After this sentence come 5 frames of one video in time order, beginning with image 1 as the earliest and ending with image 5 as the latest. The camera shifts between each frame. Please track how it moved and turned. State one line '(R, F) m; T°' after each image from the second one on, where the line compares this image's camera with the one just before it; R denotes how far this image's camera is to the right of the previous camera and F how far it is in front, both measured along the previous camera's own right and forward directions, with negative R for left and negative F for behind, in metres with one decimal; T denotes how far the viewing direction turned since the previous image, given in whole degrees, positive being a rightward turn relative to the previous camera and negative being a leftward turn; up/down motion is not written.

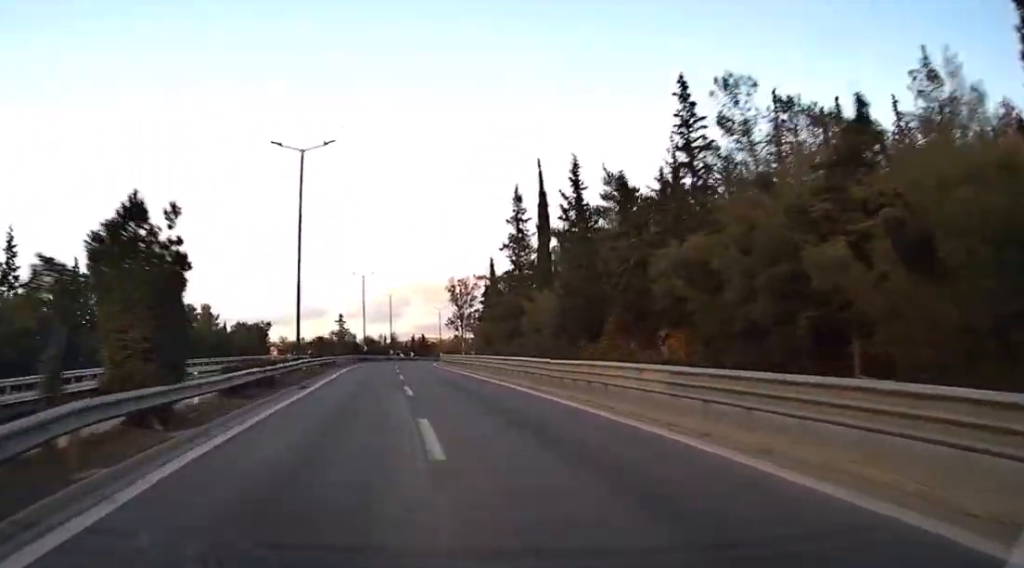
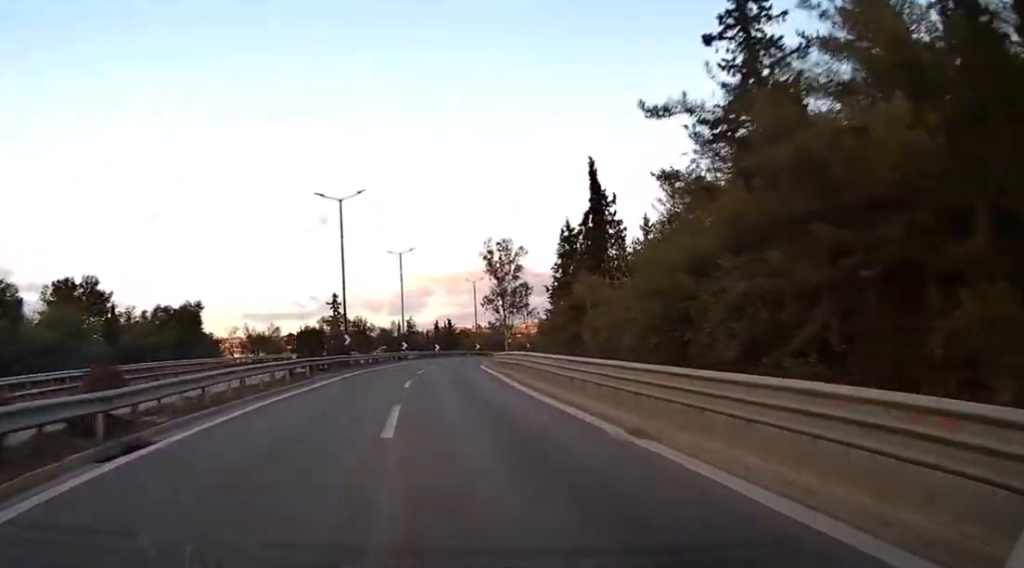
(-3.2, +46.2) m; -7°
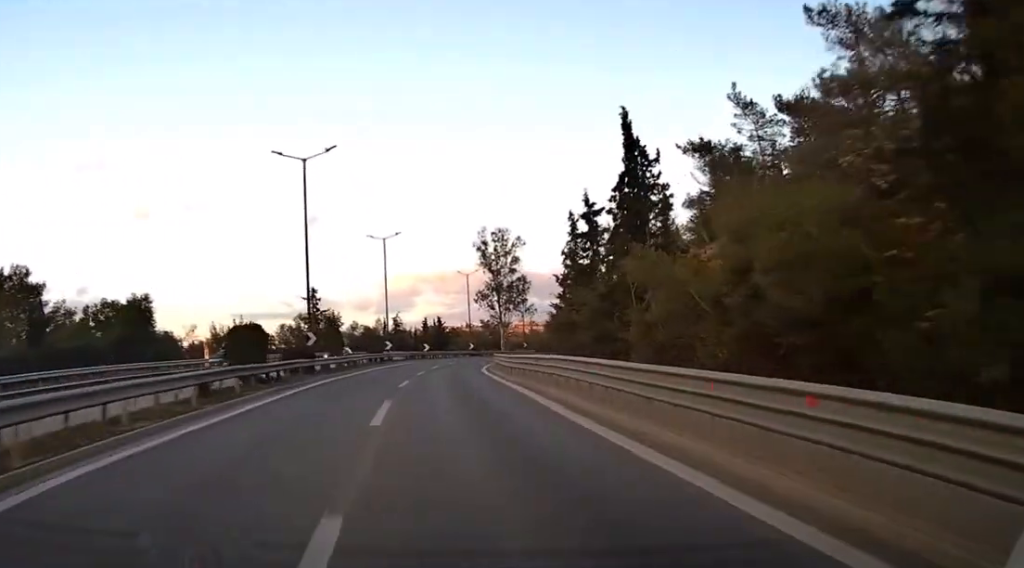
(-0.3, +10.9) m; 0°
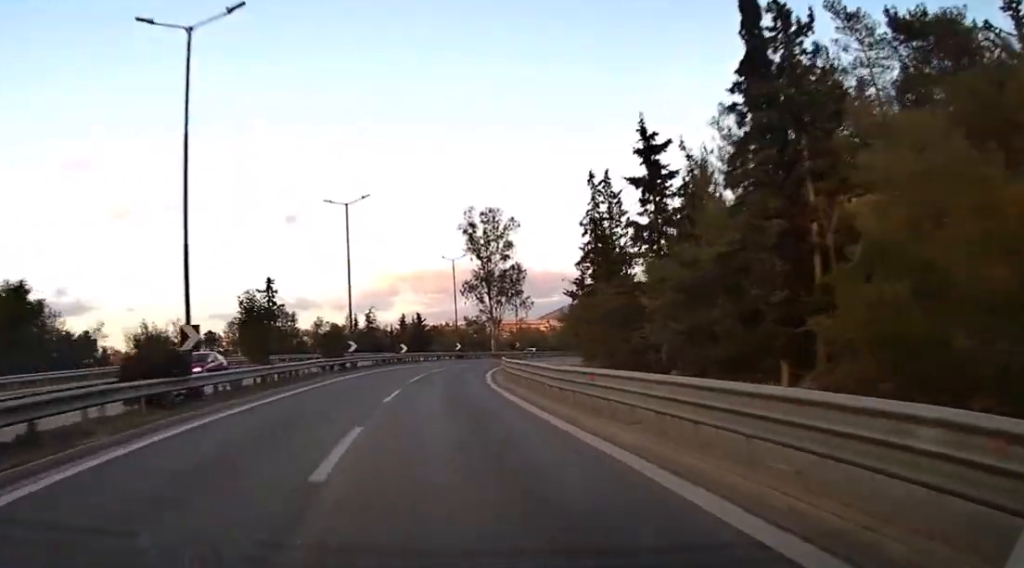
(-0.2, +17.1) m; 0°
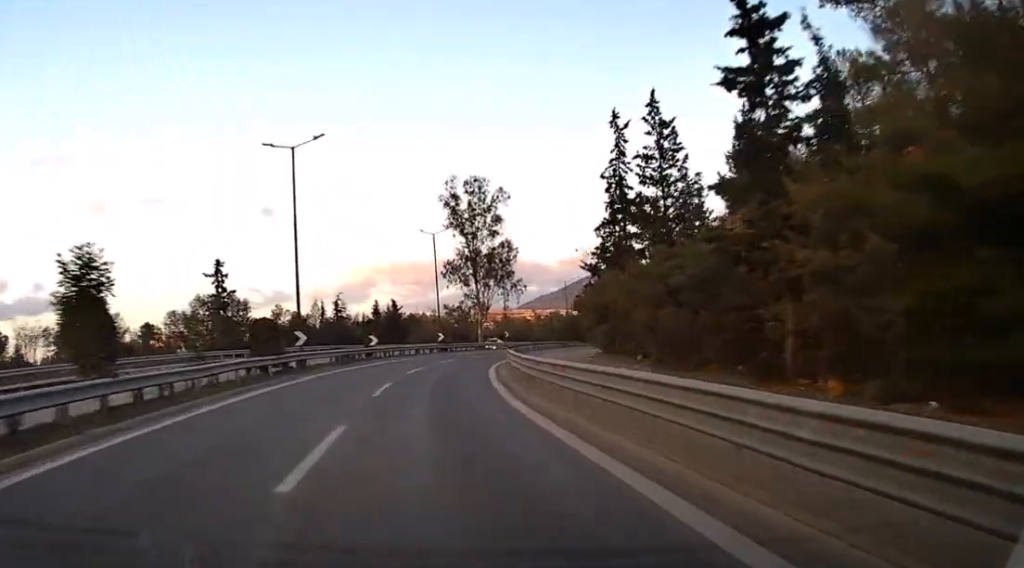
(+0.1, +13.3) m; +1°
